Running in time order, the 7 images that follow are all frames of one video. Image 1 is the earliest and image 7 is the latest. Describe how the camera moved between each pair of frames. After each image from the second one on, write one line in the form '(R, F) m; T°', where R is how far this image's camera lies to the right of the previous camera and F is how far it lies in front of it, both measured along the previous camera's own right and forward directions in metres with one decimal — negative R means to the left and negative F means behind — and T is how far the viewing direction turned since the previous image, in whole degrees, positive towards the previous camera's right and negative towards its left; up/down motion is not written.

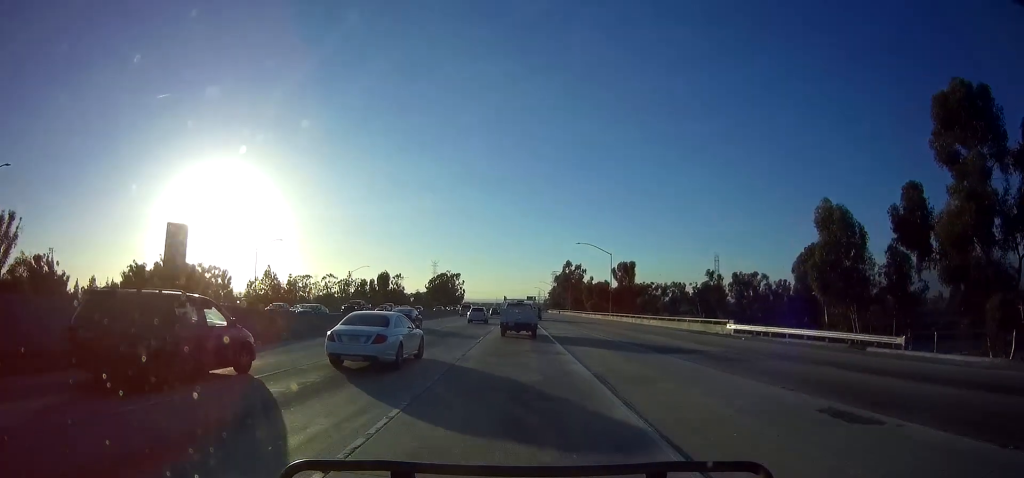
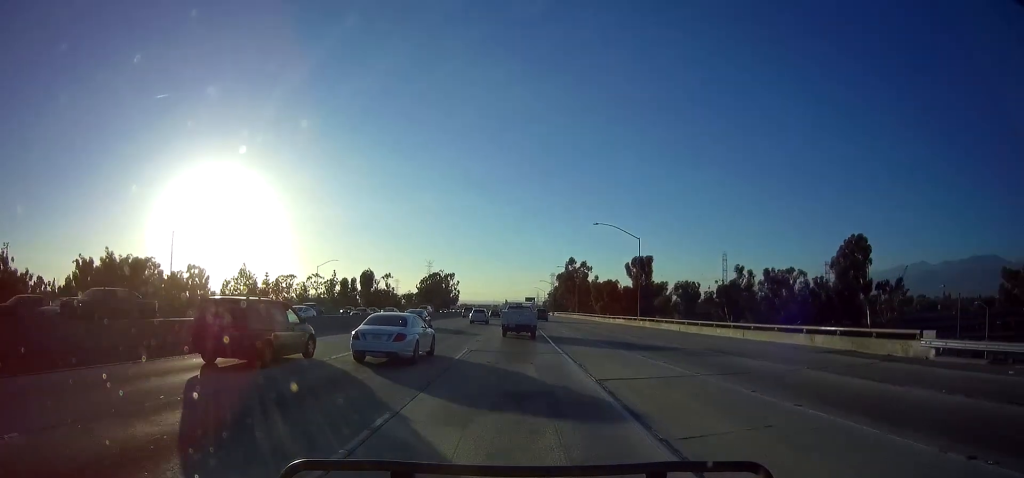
(-0.2, +20.1) m; +1°
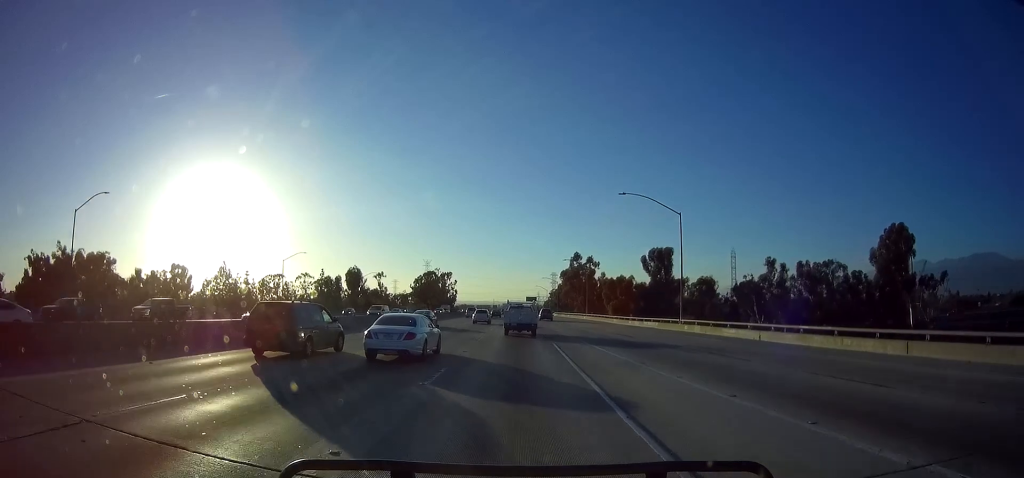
(+0.3, +15.7) m; 0°
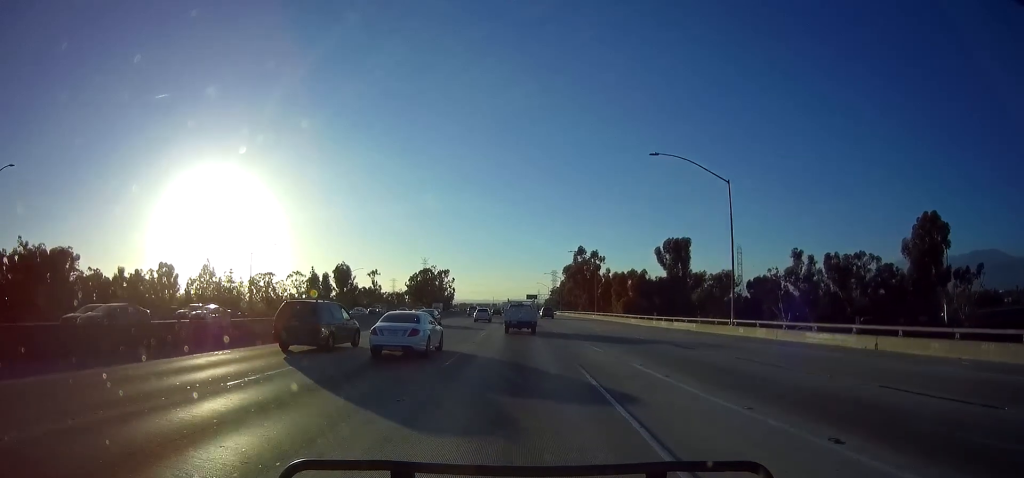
(-0.3, +11.1) m; 0°
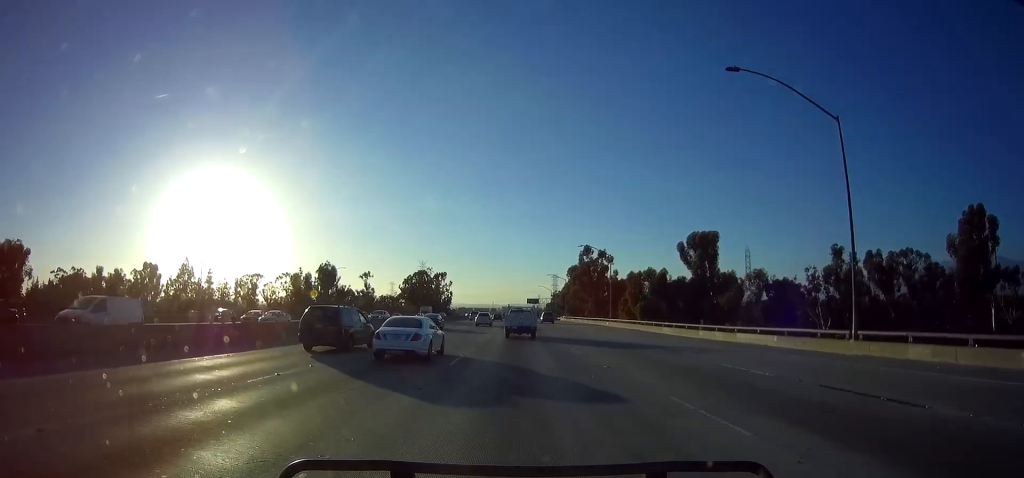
(+0.2, +13.2) m; 0°
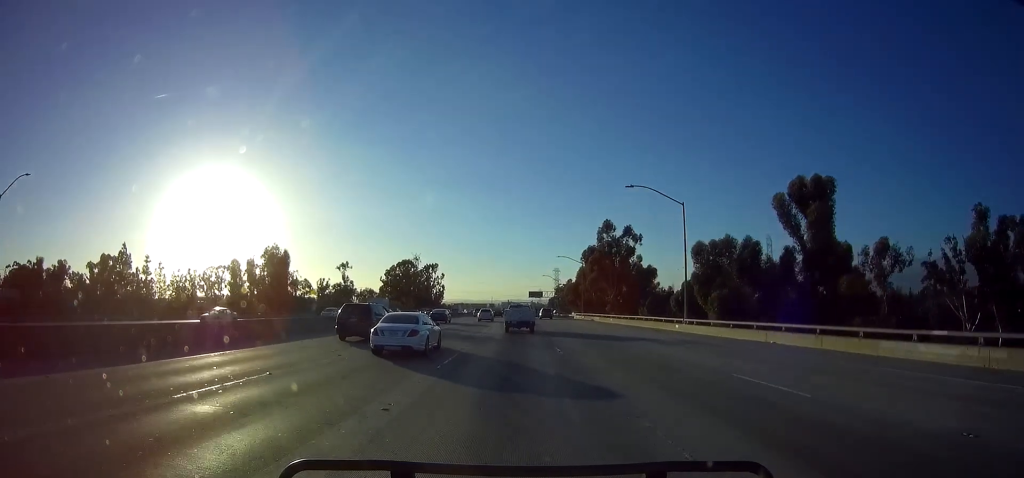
(-0.2, +31.8) m; 0°
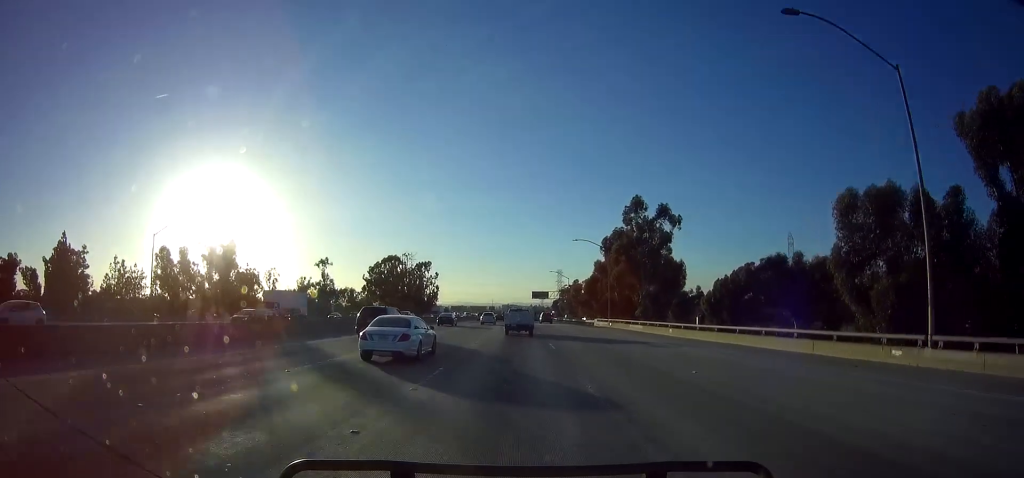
(+0.3, +24.8) m; 0°
